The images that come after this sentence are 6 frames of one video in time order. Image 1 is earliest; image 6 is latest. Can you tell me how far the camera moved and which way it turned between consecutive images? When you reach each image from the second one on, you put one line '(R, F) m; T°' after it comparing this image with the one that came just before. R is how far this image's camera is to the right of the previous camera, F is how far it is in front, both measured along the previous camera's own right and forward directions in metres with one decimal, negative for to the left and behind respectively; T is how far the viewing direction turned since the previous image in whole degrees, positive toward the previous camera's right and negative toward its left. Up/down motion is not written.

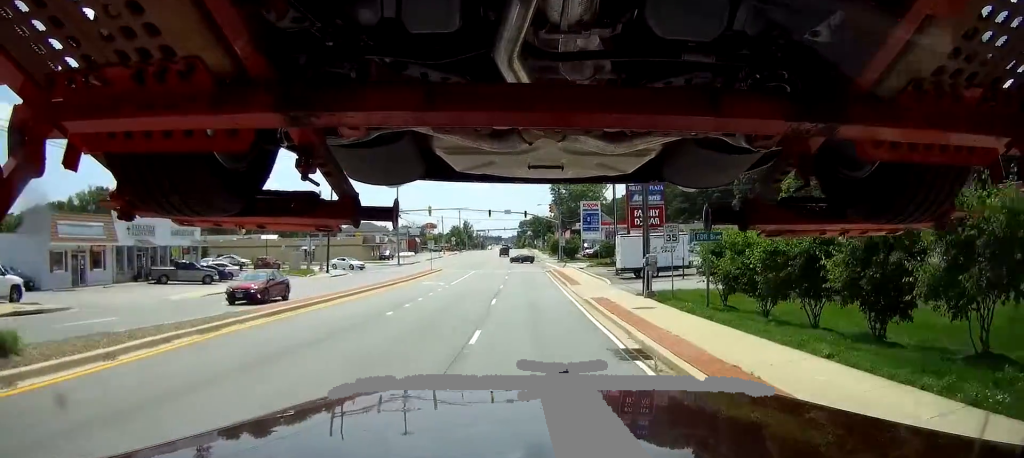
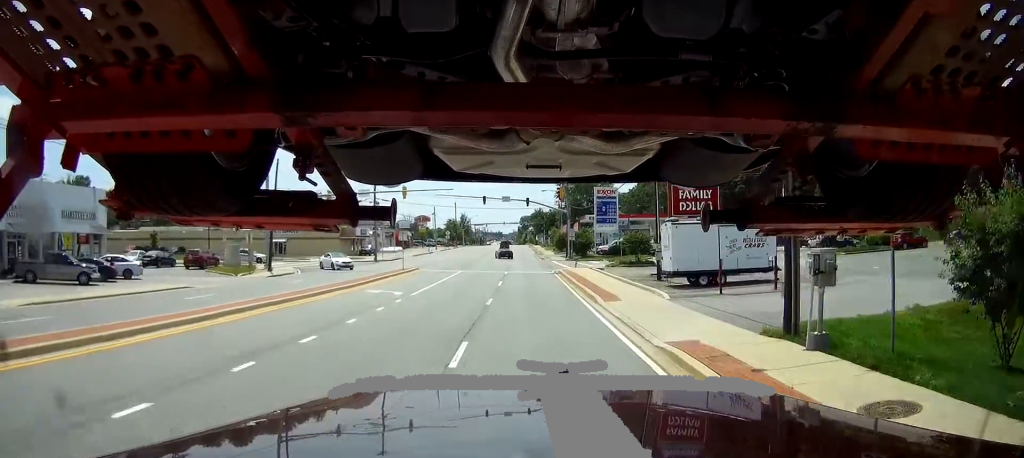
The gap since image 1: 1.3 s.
(-0.1, +16.5) m; -1°
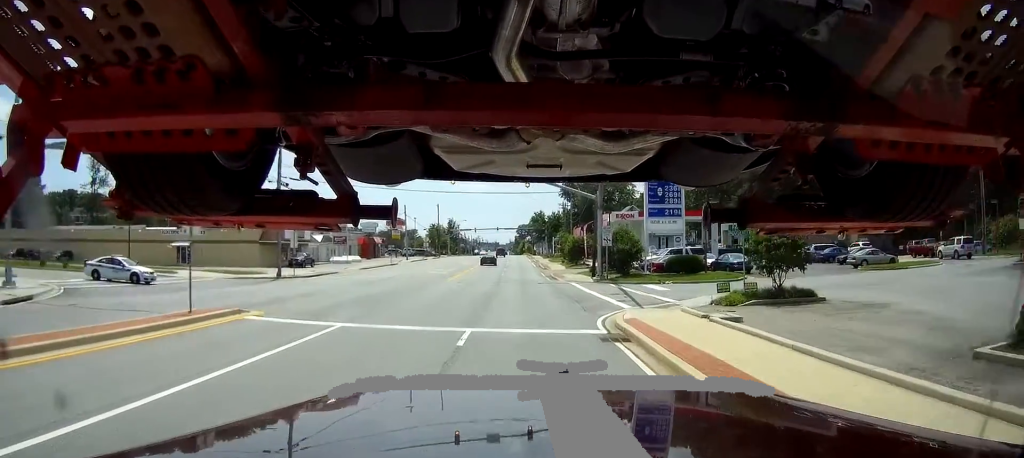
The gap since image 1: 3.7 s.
(+0.3, +33.1) m; +1°
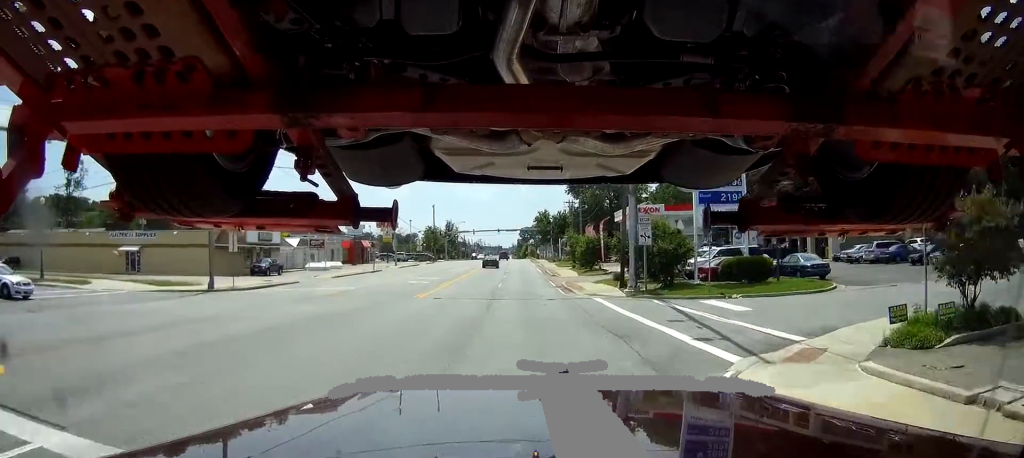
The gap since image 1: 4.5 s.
(0.0, +12.7) m; -1°
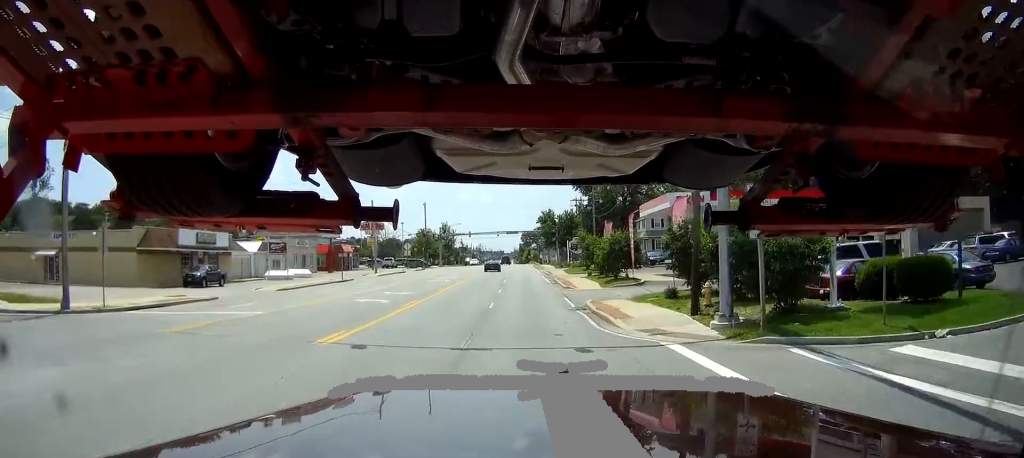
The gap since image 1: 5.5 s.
(-0.1, +15.0) m; -1°
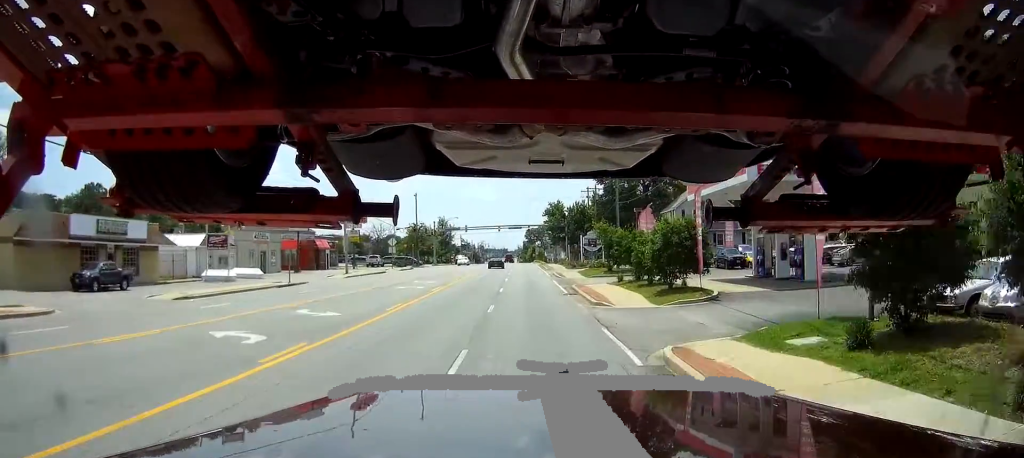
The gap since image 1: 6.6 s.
(-0.1, +15.9) m; 0°
